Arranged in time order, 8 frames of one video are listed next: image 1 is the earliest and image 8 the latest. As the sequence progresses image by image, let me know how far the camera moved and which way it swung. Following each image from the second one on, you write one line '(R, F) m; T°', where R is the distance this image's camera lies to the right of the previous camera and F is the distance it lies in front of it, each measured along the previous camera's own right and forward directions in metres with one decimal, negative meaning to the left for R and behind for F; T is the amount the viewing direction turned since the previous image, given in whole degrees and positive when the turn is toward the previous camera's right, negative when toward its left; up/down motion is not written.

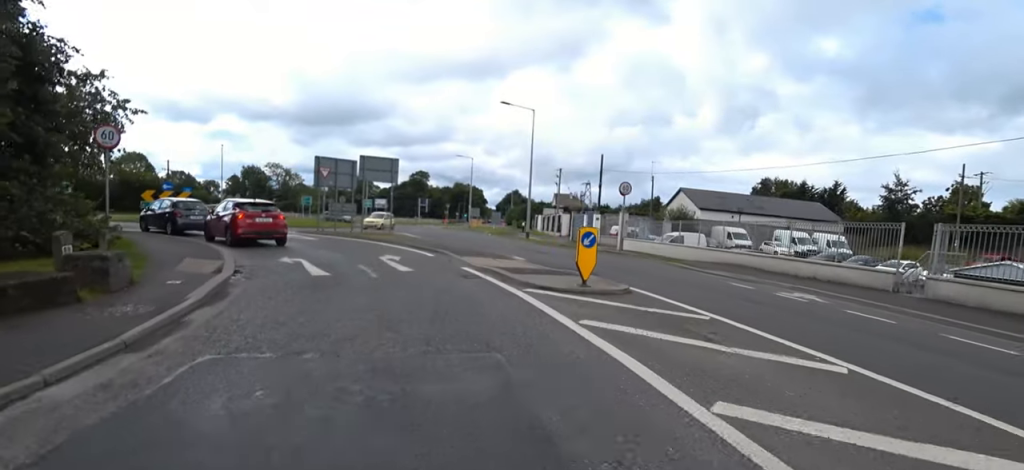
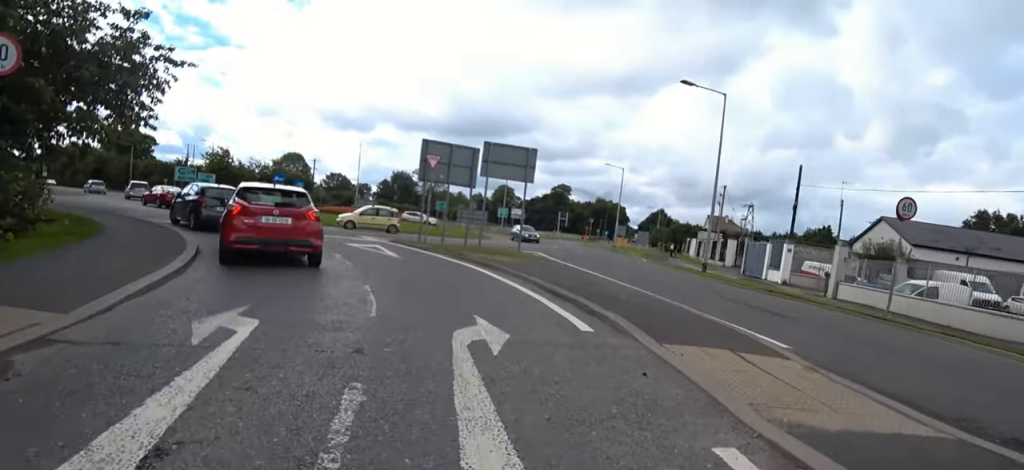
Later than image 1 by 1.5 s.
(-0.7, +7.4) m; -18°
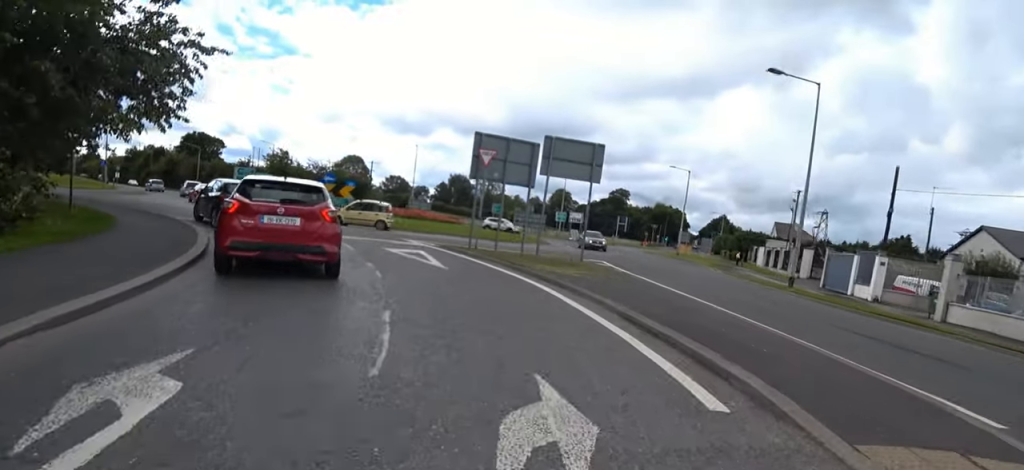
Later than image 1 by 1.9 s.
(0.0, +2.0) m; -7°
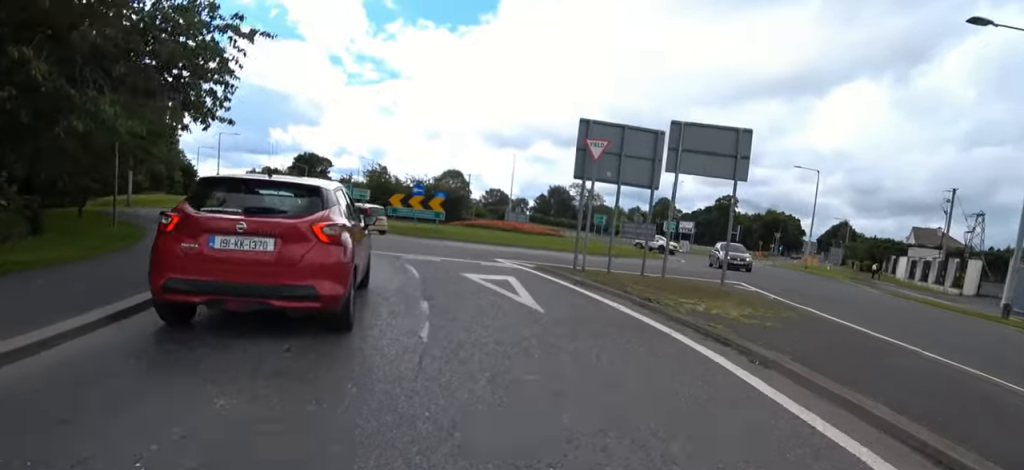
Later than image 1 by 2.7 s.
(-0.4, +3.8) m; -10°
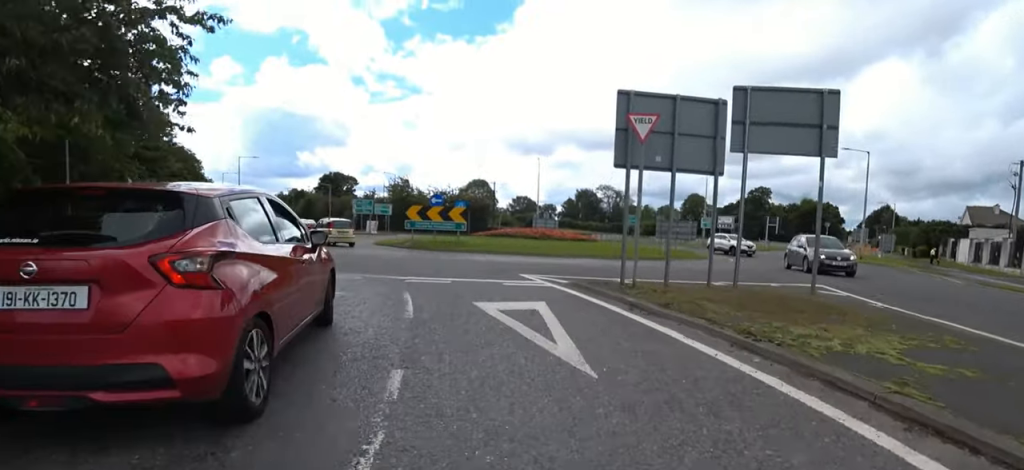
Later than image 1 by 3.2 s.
(-0.1, +2.6) m; -6°
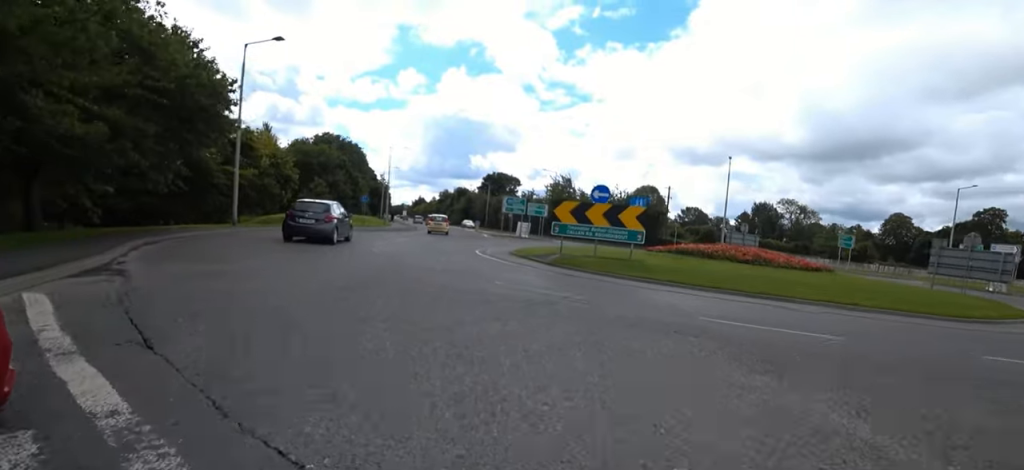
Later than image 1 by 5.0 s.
(-1.2, +8.8) m; -17°
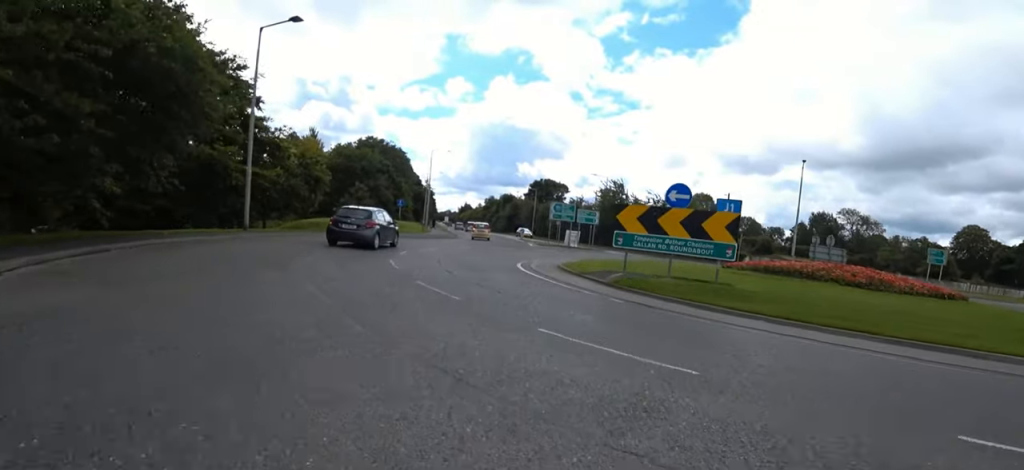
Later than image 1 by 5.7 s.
(-0.5, +3.5) m; -2°
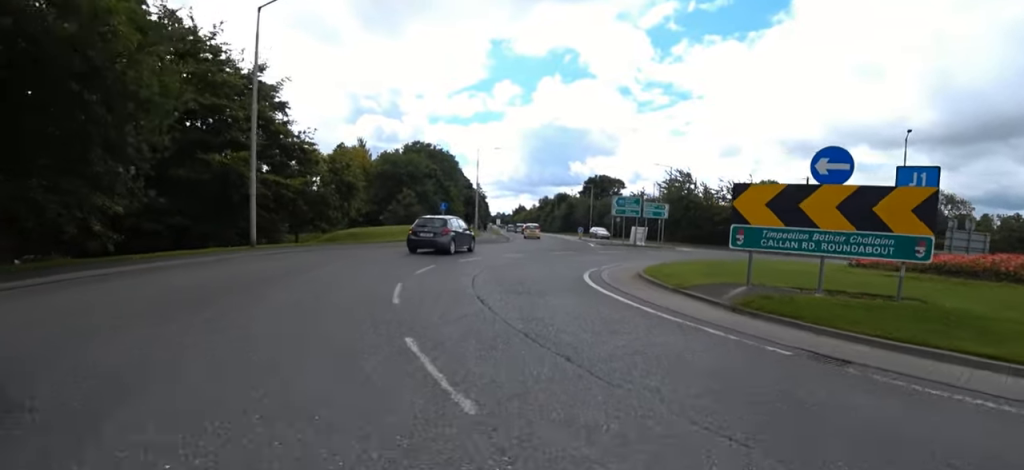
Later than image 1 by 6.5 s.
(+0.1, +4.0) m; -1°
